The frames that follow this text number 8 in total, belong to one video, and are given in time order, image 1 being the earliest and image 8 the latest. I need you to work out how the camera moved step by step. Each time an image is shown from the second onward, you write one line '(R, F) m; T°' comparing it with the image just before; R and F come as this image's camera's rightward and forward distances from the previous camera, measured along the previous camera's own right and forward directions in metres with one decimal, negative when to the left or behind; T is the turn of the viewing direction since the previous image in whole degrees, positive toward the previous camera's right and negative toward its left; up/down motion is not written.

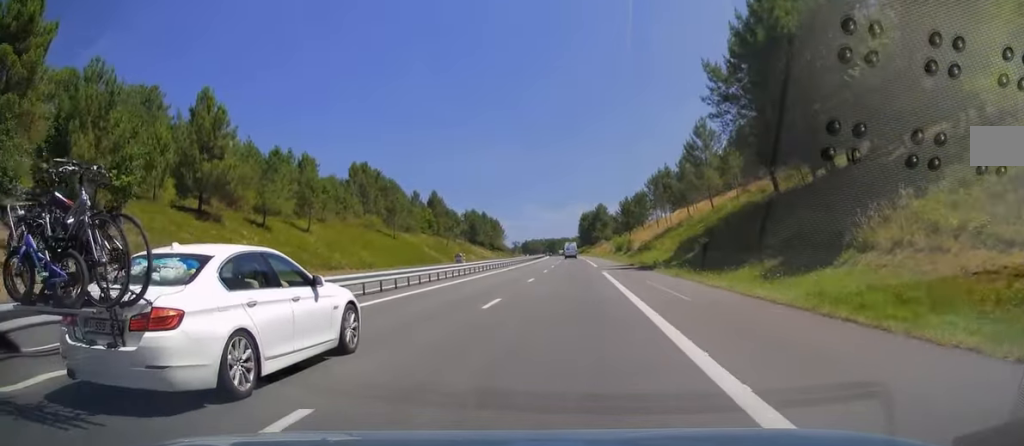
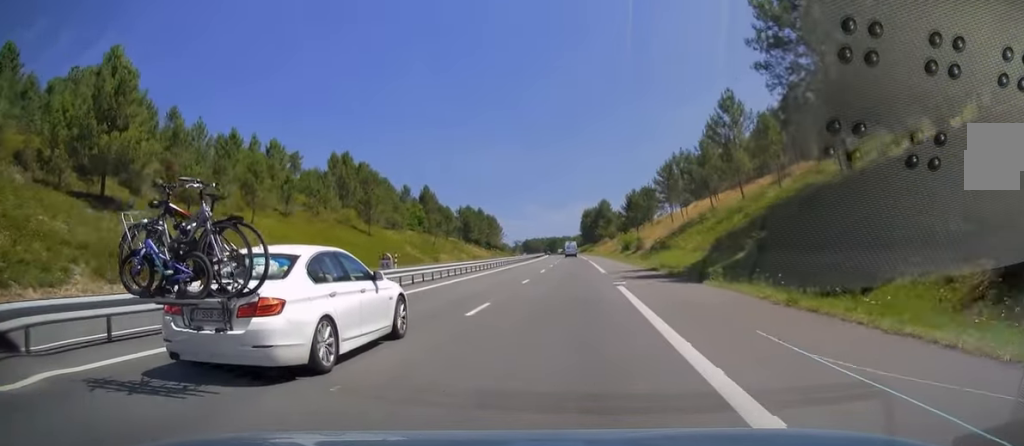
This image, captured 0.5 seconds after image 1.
(0.0, +15.2) m; 0°
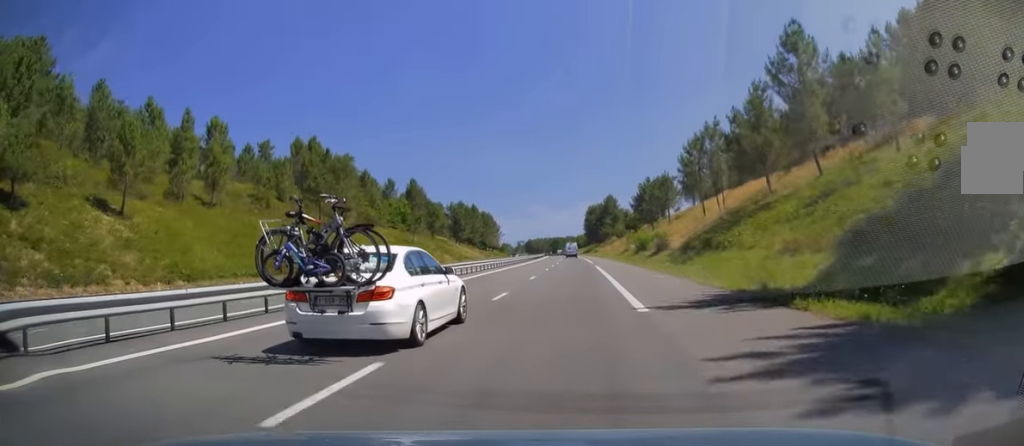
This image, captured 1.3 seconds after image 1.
(0.0, +22.0) m; 0°
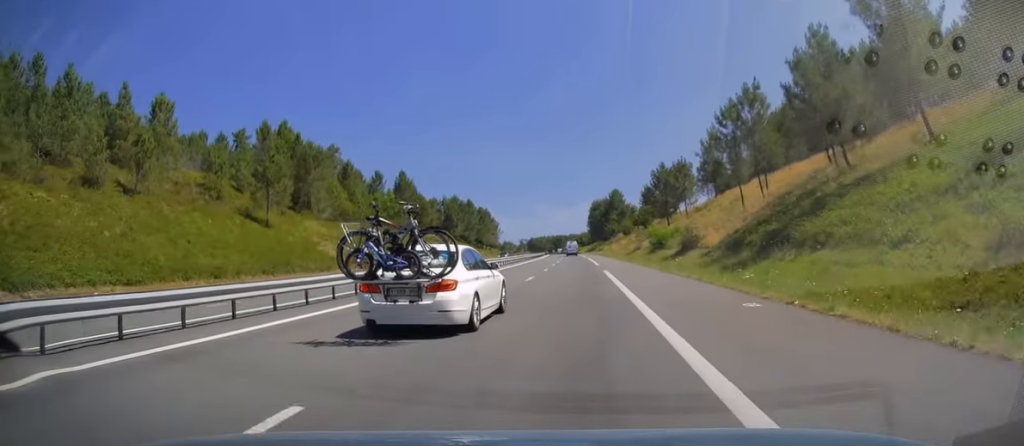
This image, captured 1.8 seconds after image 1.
(+0.1, +15.6) m; 0°
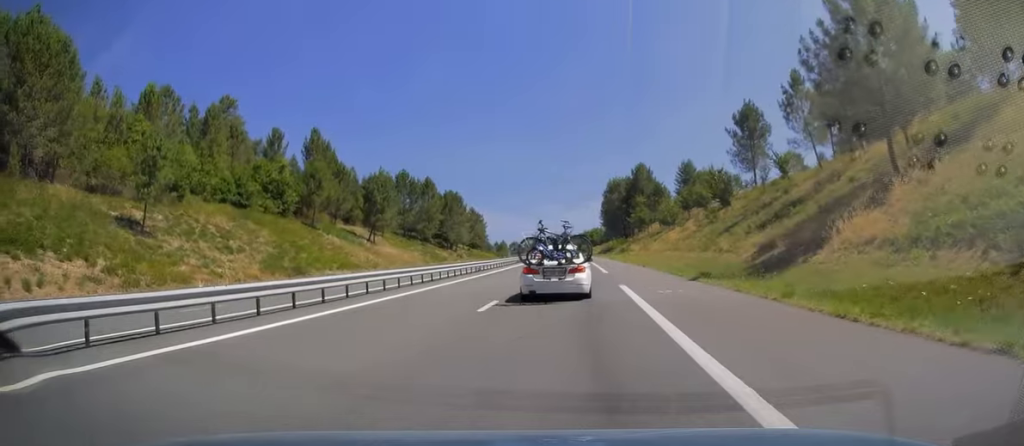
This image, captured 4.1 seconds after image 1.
(-0.5, +67.1) m; -1°
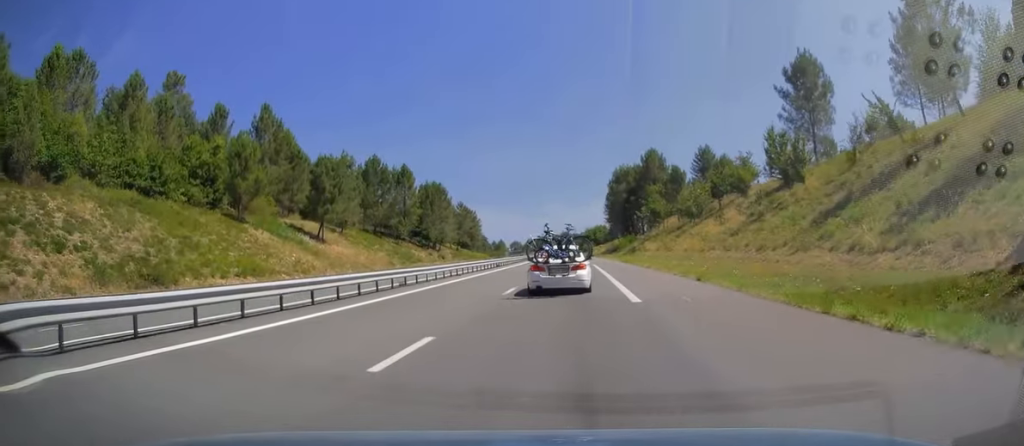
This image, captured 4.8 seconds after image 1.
(-0.2, +20.7) m; -1°
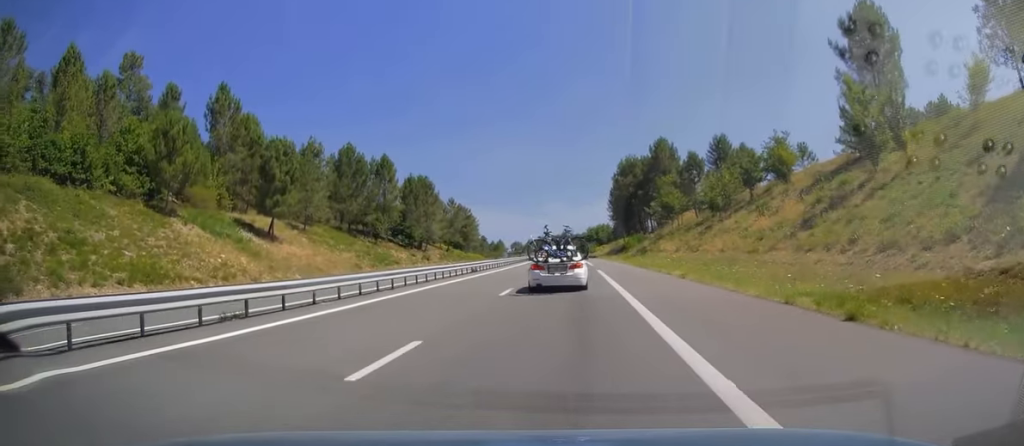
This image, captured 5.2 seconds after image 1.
(0.0, +13.8) m; 0°
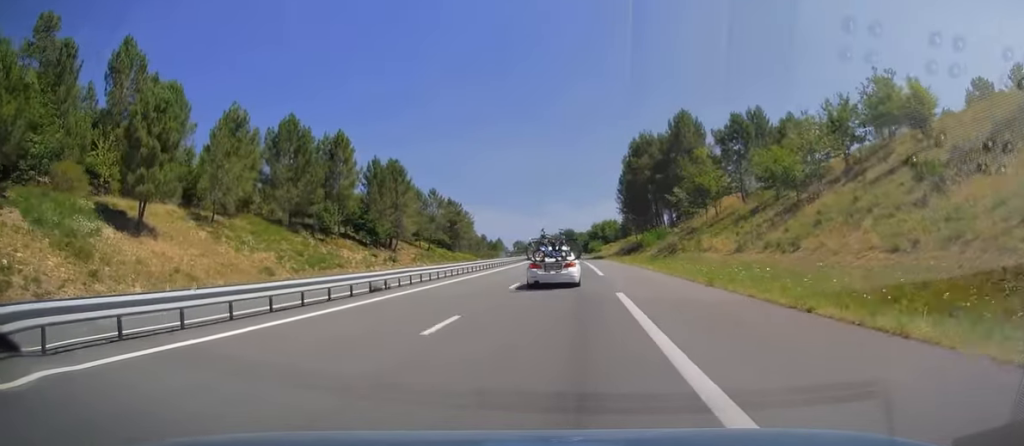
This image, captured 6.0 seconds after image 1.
(0.0, +22.6) m; 0°
